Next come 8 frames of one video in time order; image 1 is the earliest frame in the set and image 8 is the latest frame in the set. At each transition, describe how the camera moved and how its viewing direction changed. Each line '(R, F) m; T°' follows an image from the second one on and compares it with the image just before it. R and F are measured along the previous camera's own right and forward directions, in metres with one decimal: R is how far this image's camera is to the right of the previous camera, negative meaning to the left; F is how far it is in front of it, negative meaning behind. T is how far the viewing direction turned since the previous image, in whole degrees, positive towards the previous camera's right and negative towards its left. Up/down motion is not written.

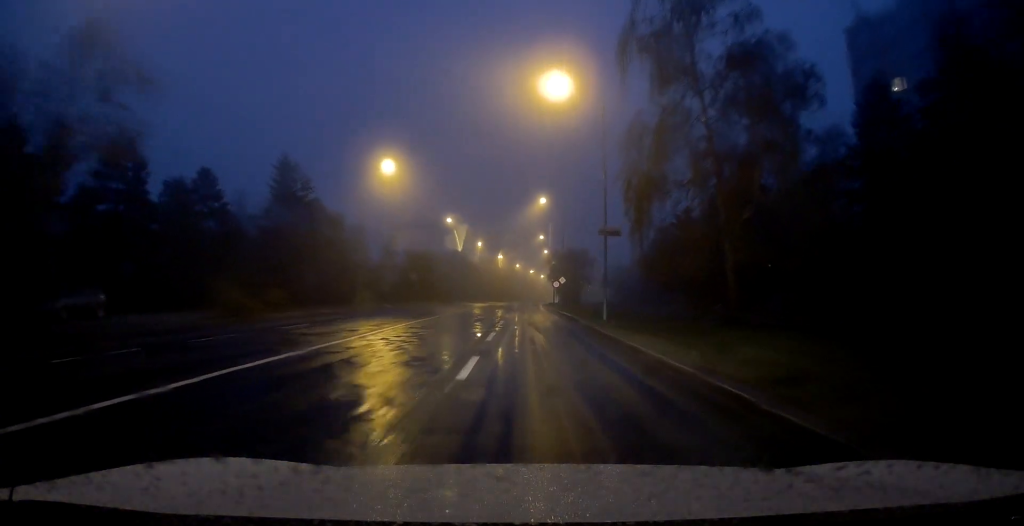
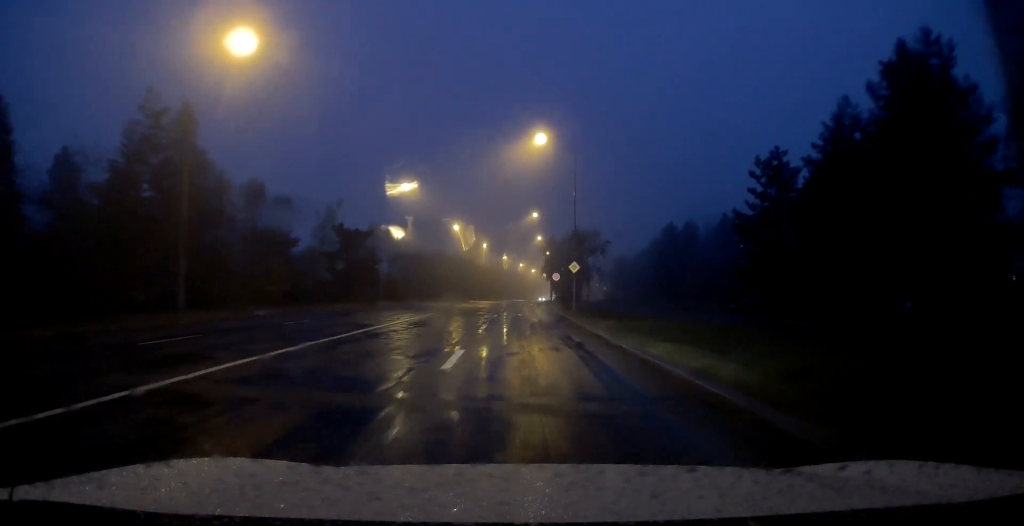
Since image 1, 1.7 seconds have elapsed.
(0.0, +22.9) m; 0°
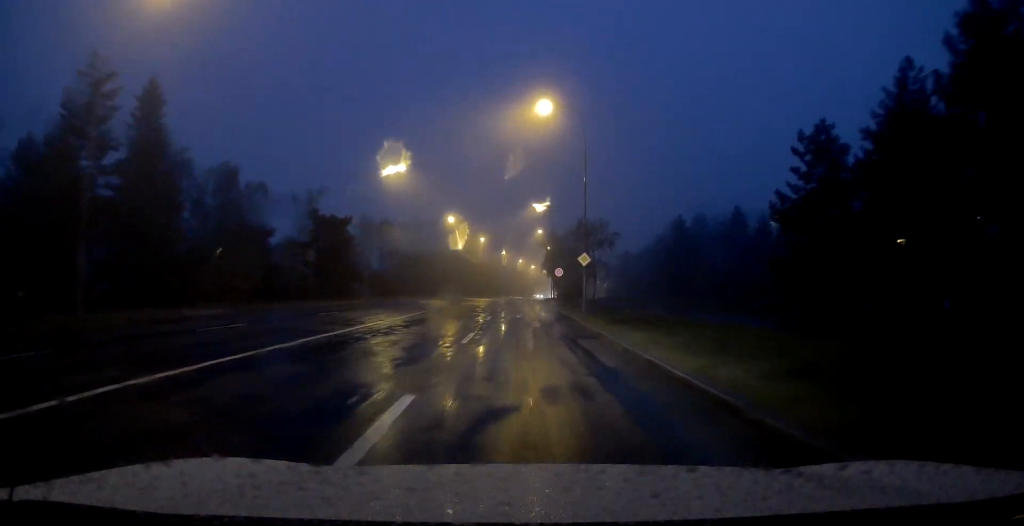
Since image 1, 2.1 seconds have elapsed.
(0.0, +5.9) m; 0°
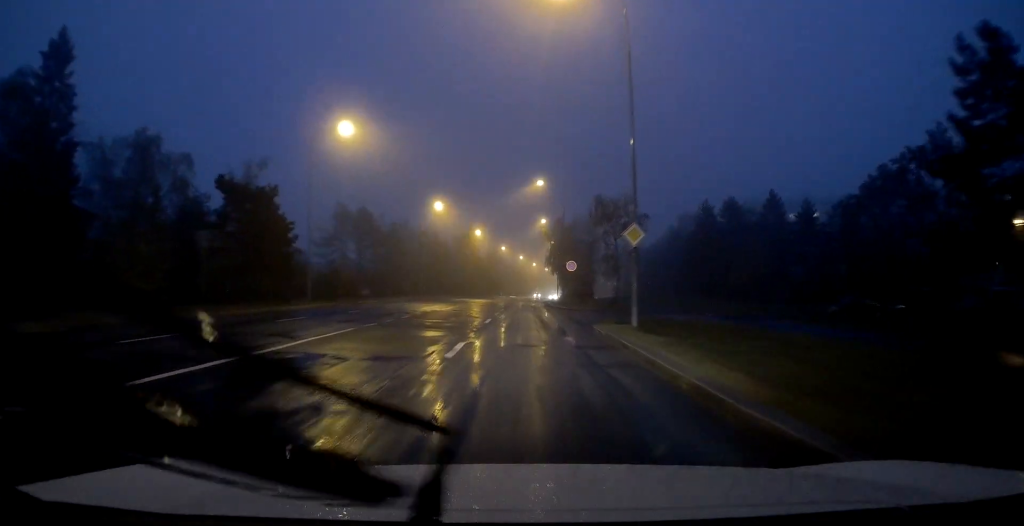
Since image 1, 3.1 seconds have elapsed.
(+0.1, +13.0) m; 0°
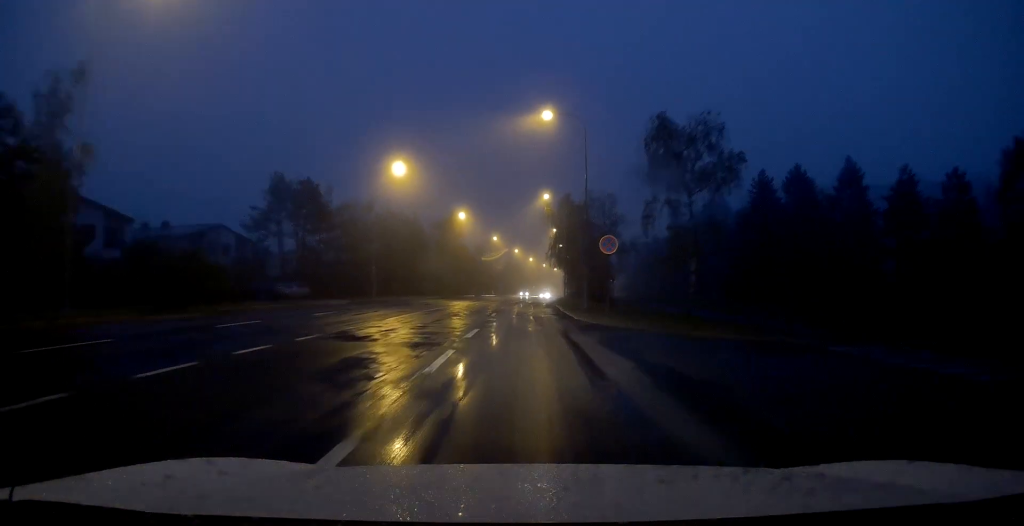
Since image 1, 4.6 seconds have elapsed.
(+0.1, +20.1) m; +1°
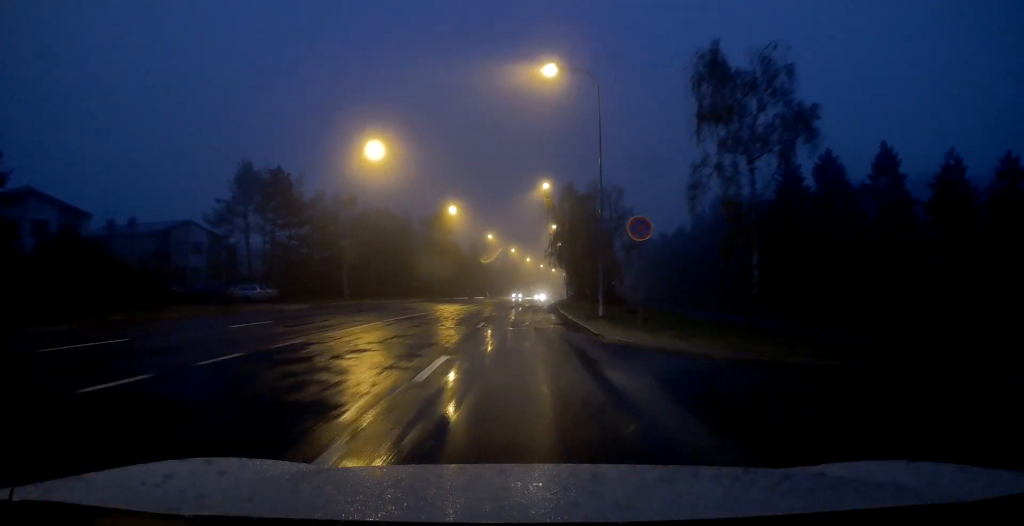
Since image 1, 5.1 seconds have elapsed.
(+0.1, +6.9) m; 0°
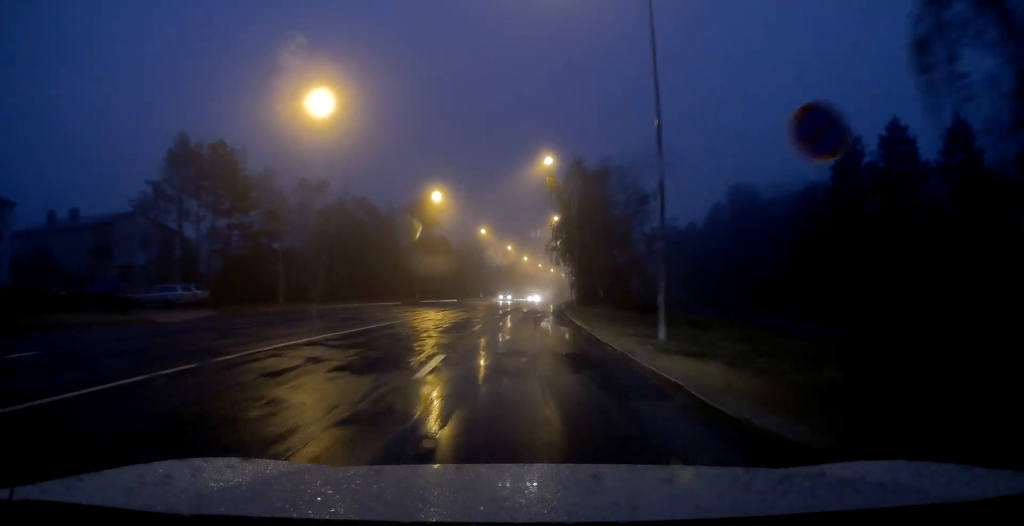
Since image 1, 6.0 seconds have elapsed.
(-0.1, +10.8) m; 0°
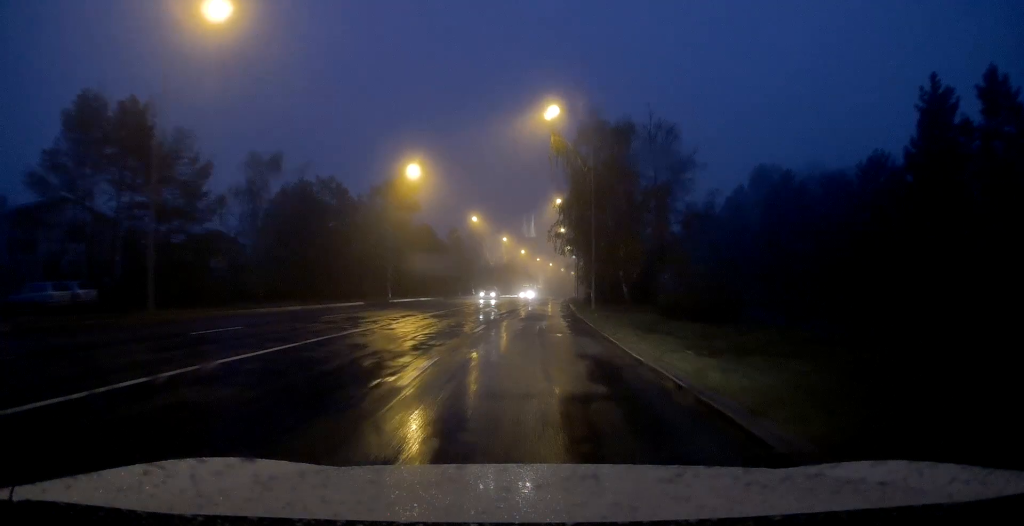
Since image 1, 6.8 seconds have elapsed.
(0.0, +11.2) m; 0°
